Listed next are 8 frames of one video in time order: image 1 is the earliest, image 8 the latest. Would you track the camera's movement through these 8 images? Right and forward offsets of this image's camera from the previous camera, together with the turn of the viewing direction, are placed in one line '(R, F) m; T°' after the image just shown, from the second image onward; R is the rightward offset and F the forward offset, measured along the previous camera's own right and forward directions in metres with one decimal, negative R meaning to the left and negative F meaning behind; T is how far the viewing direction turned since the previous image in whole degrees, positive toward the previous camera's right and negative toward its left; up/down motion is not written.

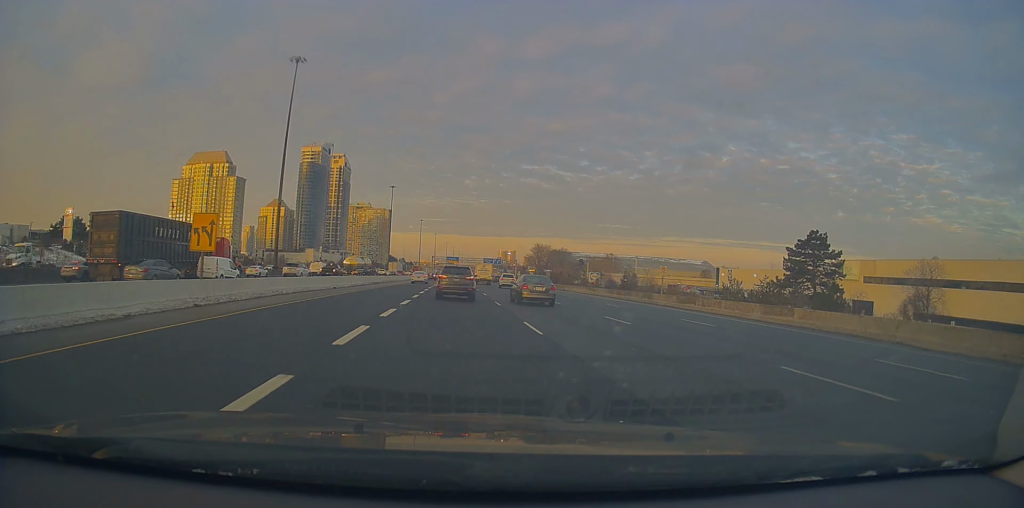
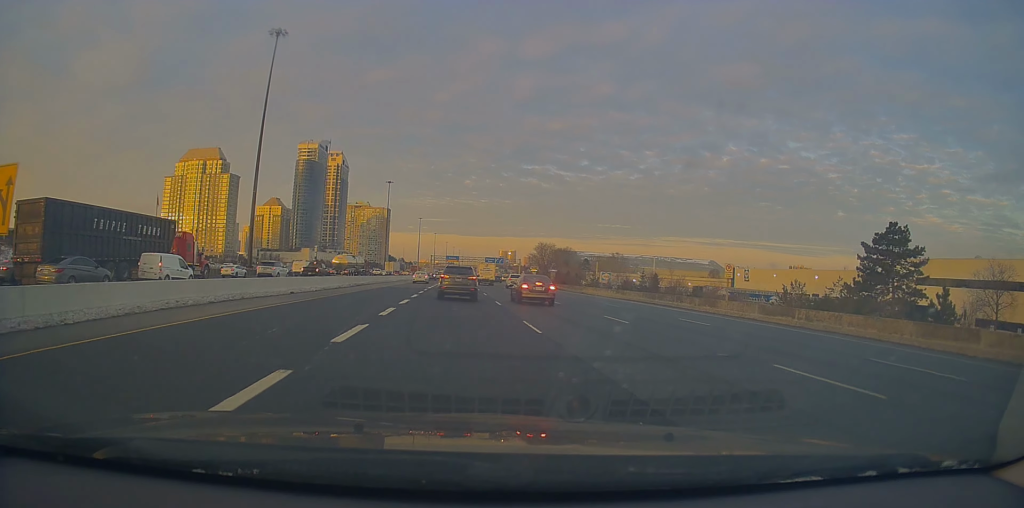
(0.0, +11.5) m; +1°
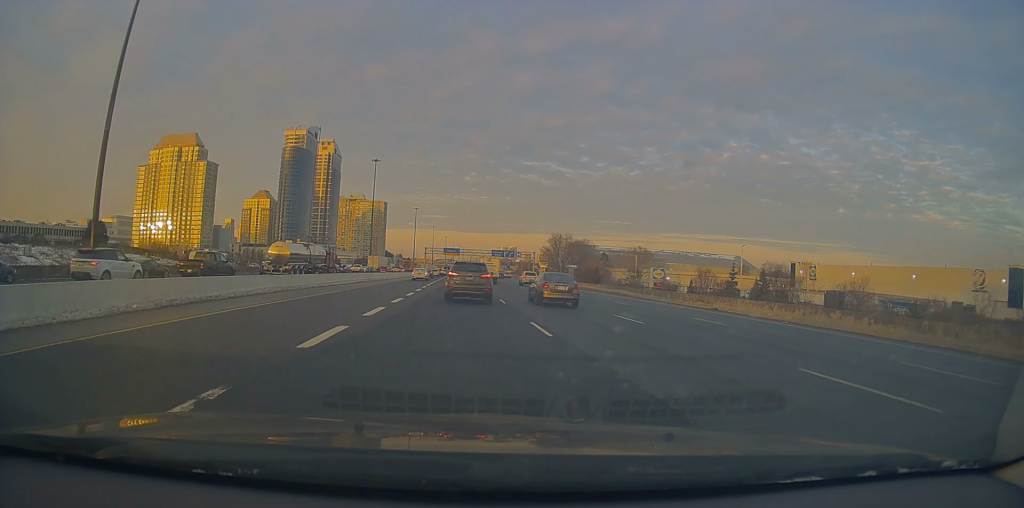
(+0.4, +36.2) m; 0°
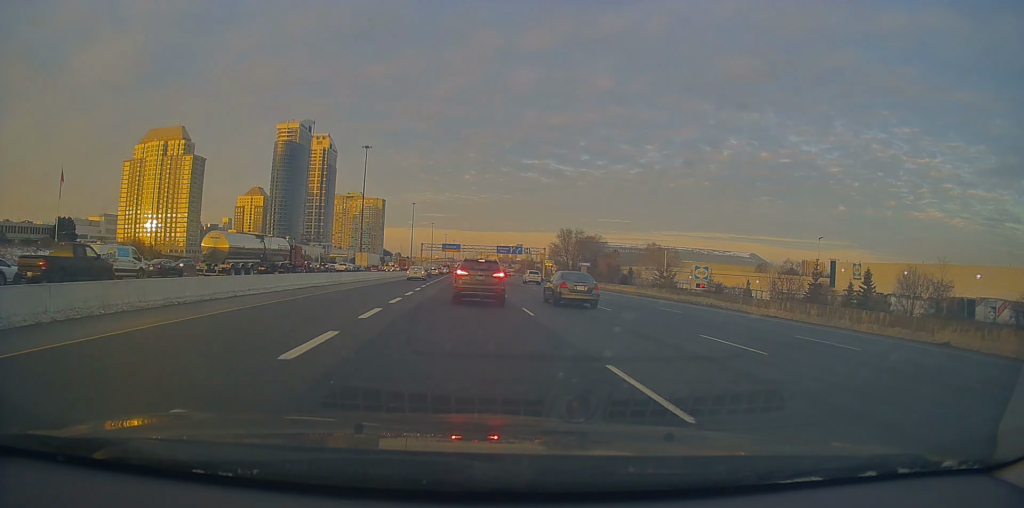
(+0.3, +19.4) m; +2°
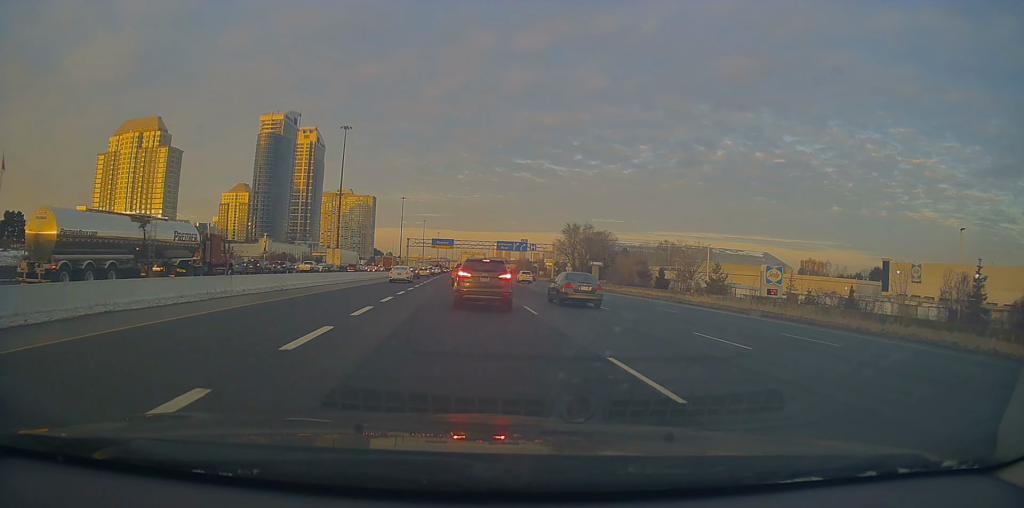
(-0.3, +24.6) m; -2°
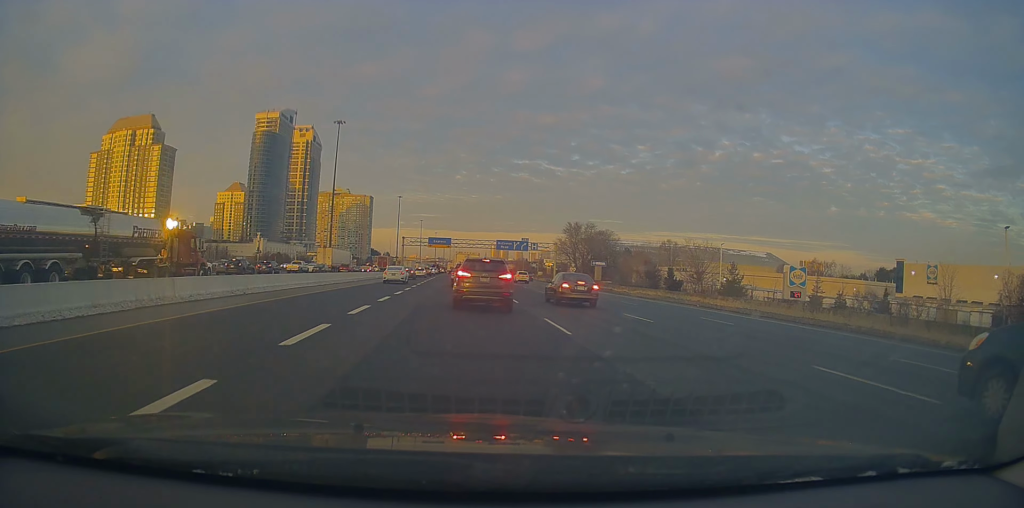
(-0.1, +6.1) m; 0°
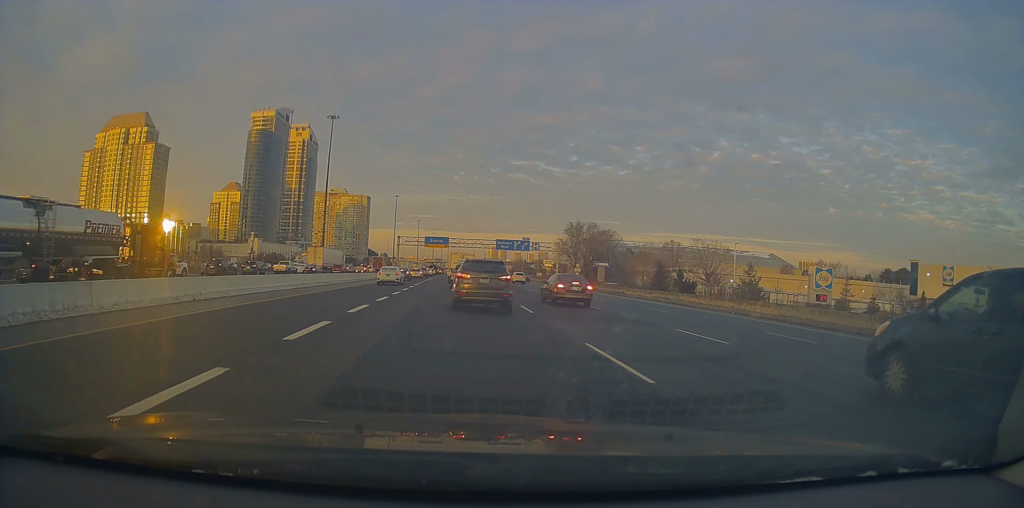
(-0.1, +5.9) m; +1°
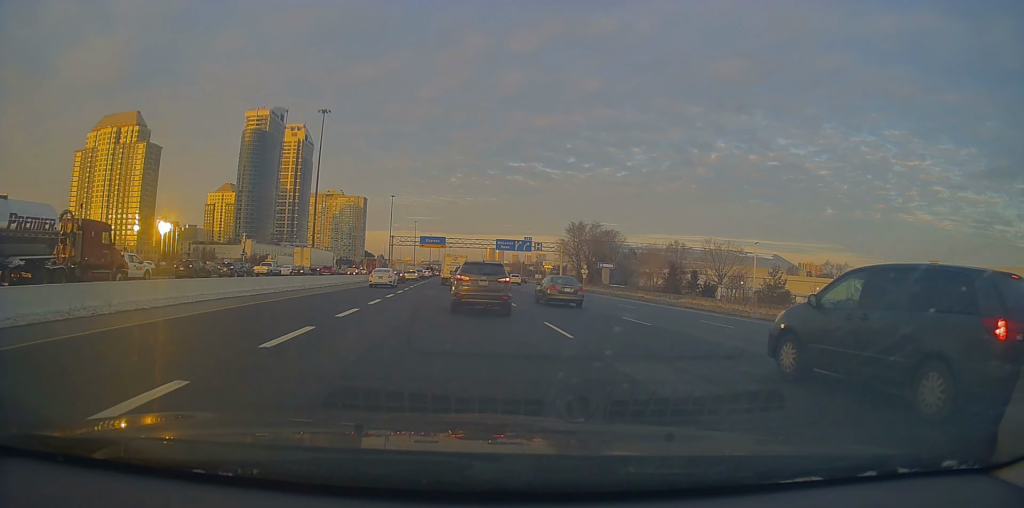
(+0.2, +7.0) m; +2°
